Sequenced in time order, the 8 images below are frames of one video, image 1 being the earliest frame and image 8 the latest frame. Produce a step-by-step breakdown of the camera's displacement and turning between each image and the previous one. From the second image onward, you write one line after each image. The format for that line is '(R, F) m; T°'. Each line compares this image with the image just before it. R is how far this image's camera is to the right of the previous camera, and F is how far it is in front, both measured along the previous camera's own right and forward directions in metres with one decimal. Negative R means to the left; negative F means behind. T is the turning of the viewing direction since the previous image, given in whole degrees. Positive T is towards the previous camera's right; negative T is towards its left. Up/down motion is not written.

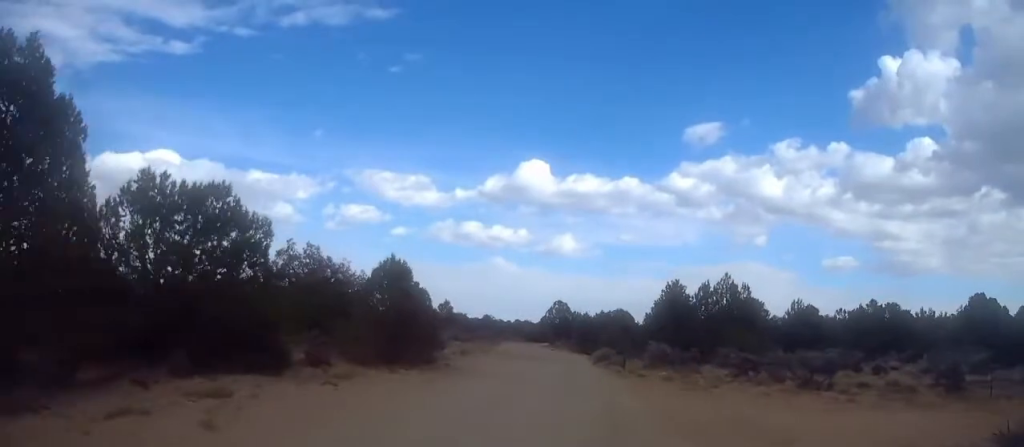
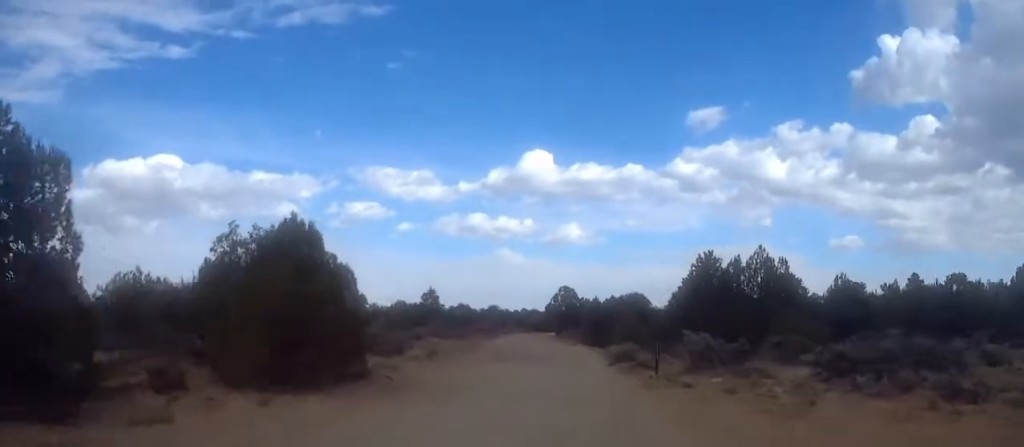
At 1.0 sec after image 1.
(-0.1, +8.7) m; 0°
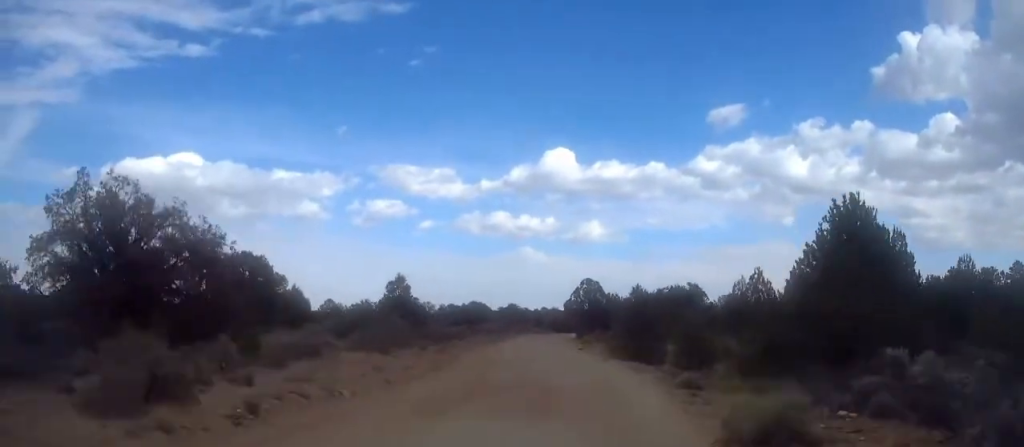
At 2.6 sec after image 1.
(0.0, +14.7) m; -1°
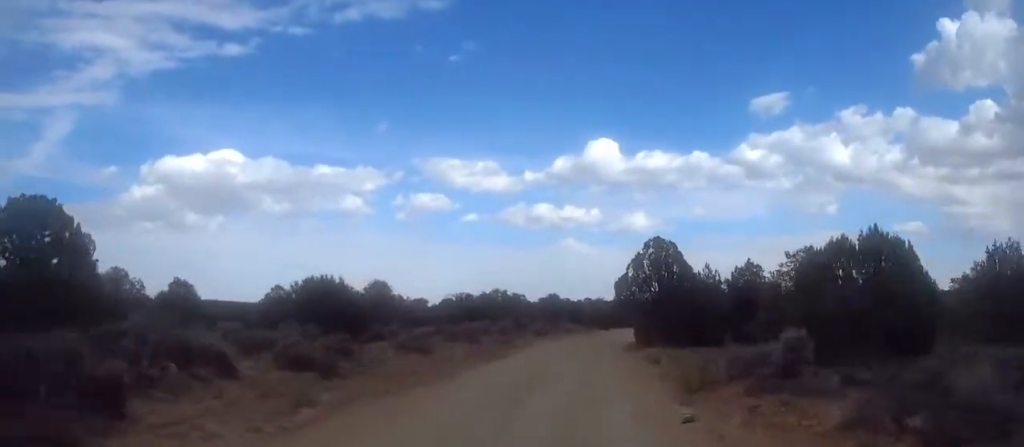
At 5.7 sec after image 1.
(-0.9, +29.9) m; -2°
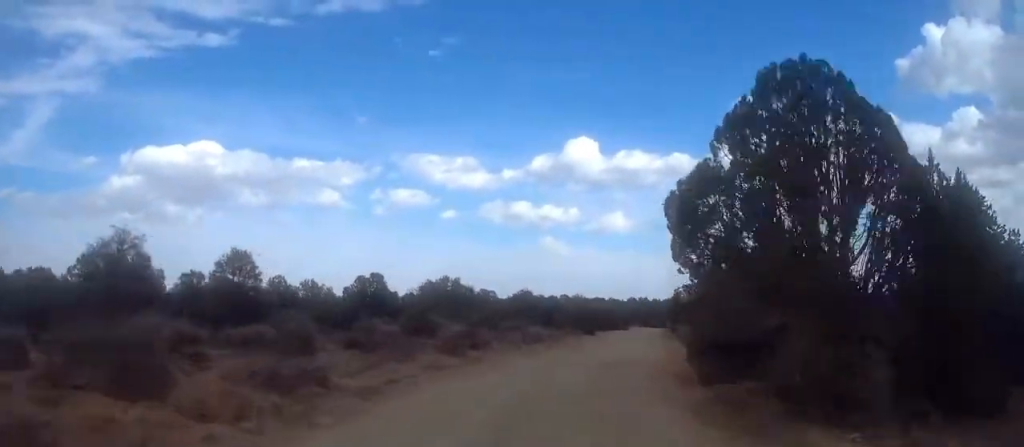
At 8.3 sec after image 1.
(+0.5, +27.9) m; +3°
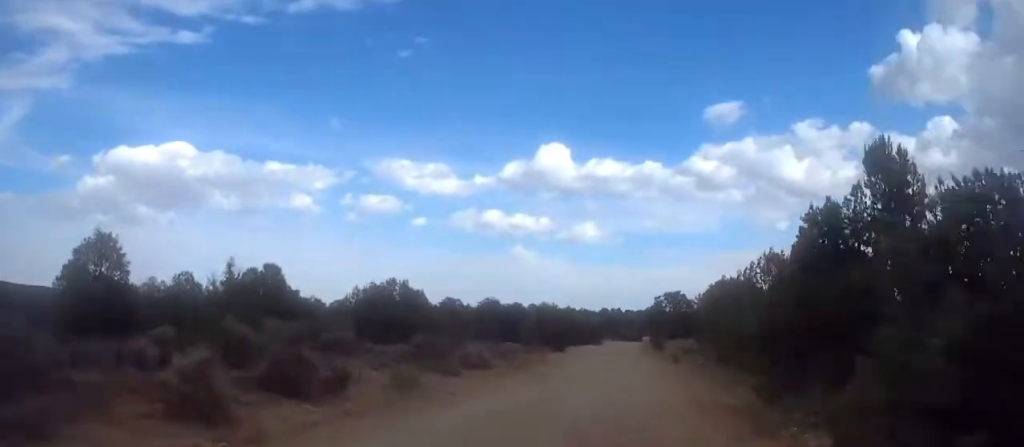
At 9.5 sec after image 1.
(+0.1, +12.3) m; +2°
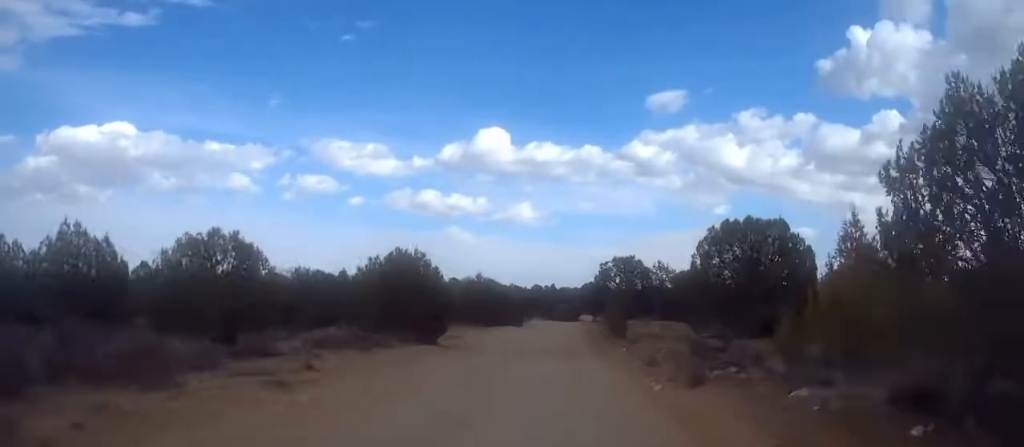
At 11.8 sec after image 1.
(+1.0, +26.3) m; +3°
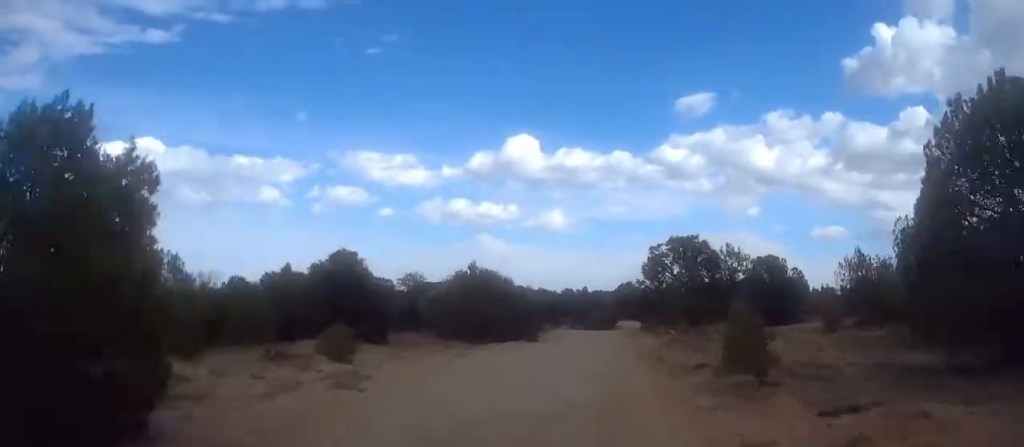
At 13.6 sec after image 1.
(+0.3, +21.0) m; 0°
